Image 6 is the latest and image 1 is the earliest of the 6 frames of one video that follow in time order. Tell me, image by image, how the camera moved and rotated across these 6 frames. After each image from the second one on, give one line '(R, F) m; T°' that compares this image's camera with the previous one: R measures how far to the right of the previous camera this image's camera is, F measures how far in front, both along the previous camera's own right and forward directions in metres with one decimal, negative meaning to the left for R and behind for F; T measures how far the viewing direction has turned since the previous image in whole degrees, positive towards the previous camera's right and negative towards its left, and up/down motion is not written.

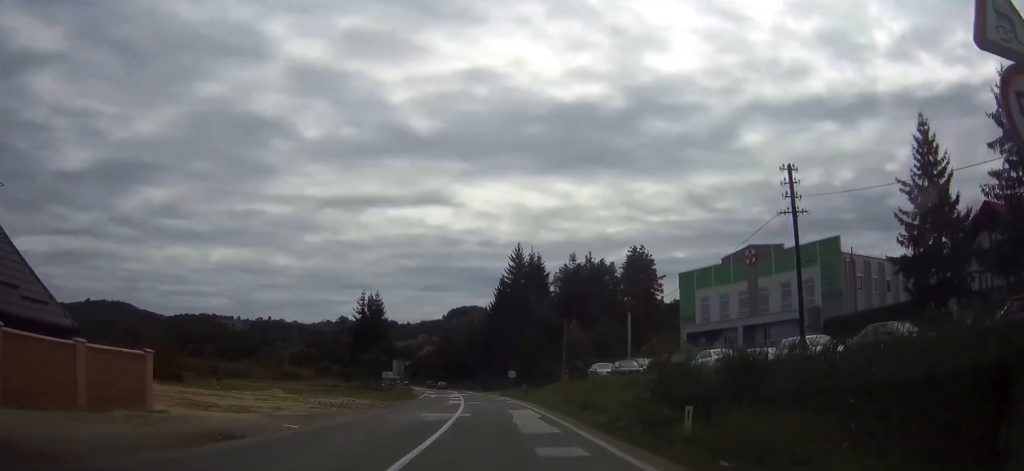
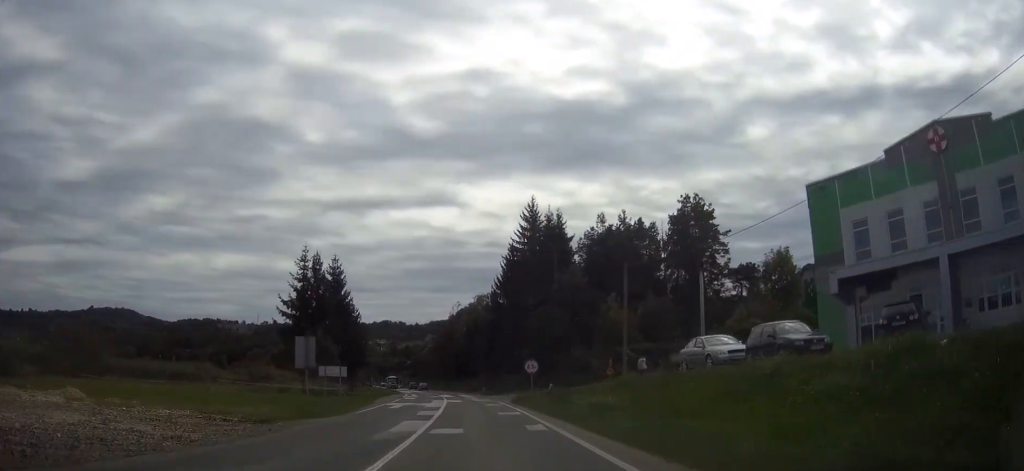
(+0.2, +27.7) m; 0°
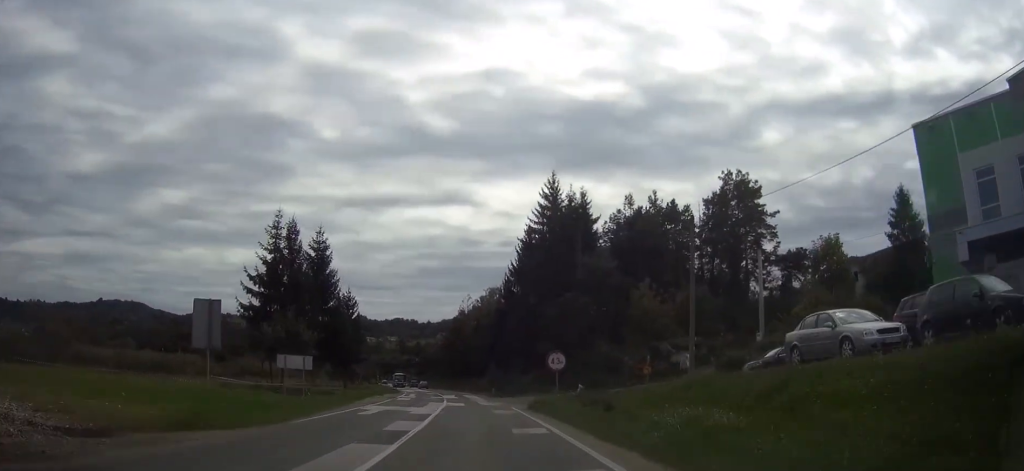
(0.0, +10.5) m; -1°
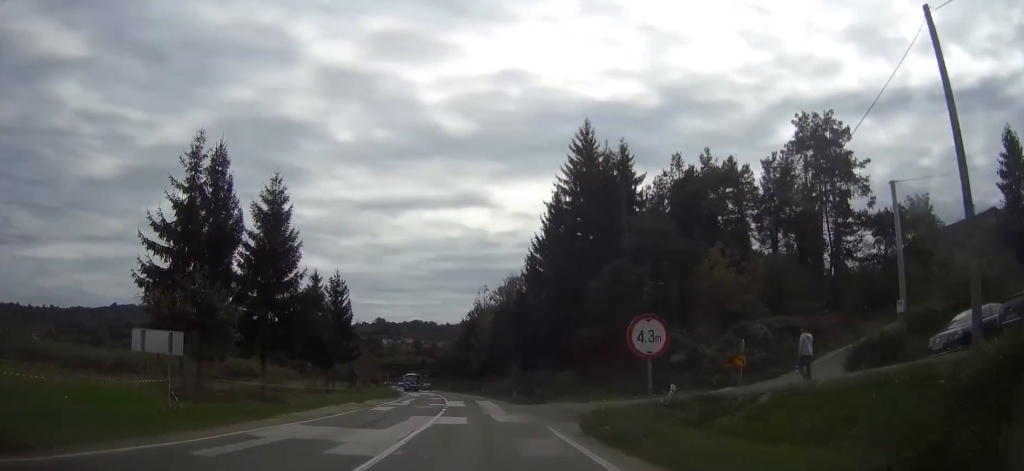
(-0.3, +15.6) m; -2°
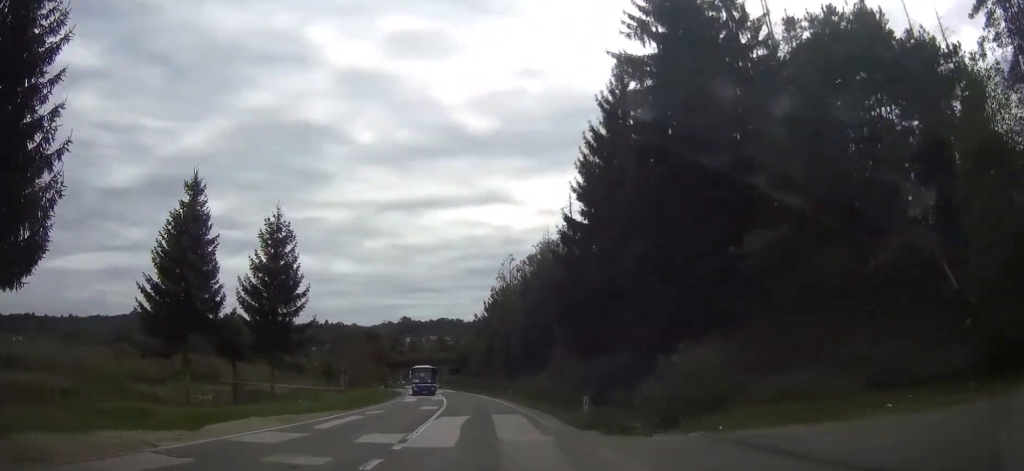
(-0.6, +26.3) m; -2°
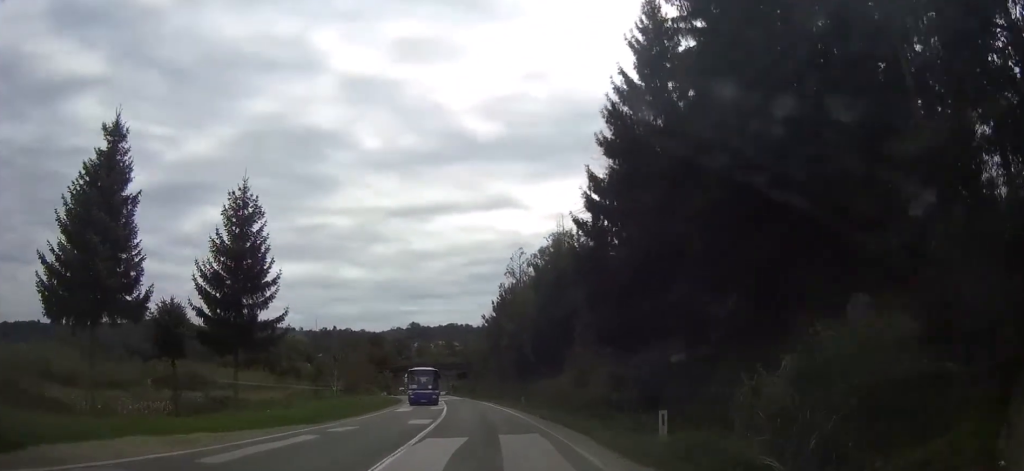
(0.0, +7.7) m; -1°
